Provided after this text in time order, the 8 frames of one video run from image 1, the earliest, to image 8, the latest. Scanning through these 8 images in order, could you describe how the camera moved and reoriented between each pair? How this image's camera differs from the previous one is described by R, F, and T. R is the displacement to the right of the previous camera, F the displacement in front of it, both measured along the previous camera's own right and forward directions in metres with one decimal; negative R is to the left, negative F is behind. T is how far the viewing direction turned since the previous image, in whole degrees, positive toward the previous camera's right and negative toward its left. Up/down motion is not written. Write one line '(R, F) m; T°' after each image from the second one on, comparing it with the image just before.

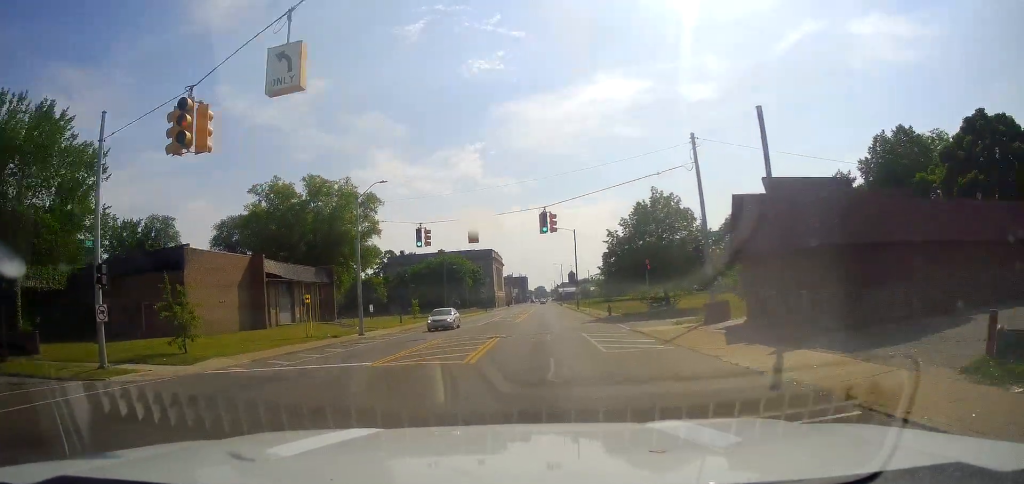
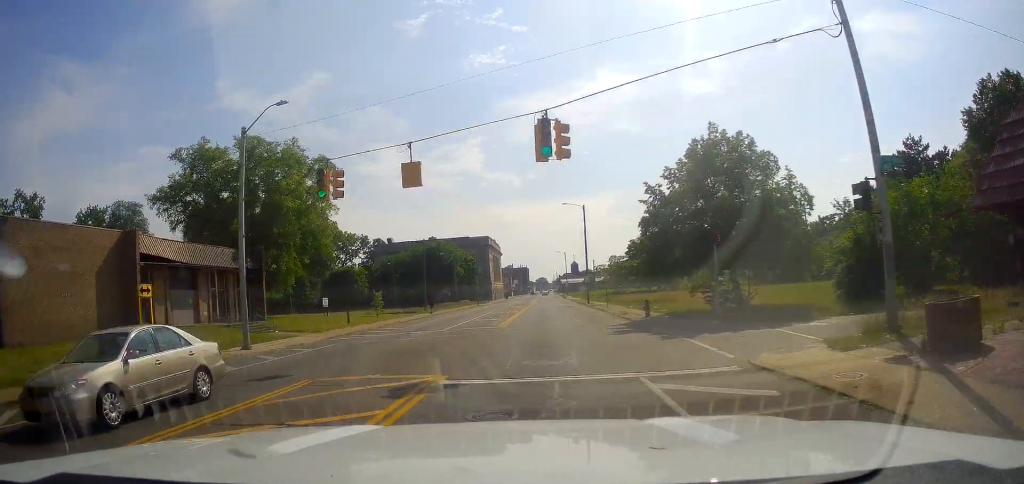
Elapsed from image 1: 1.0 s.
(+0.2, +16.4) m; 0°
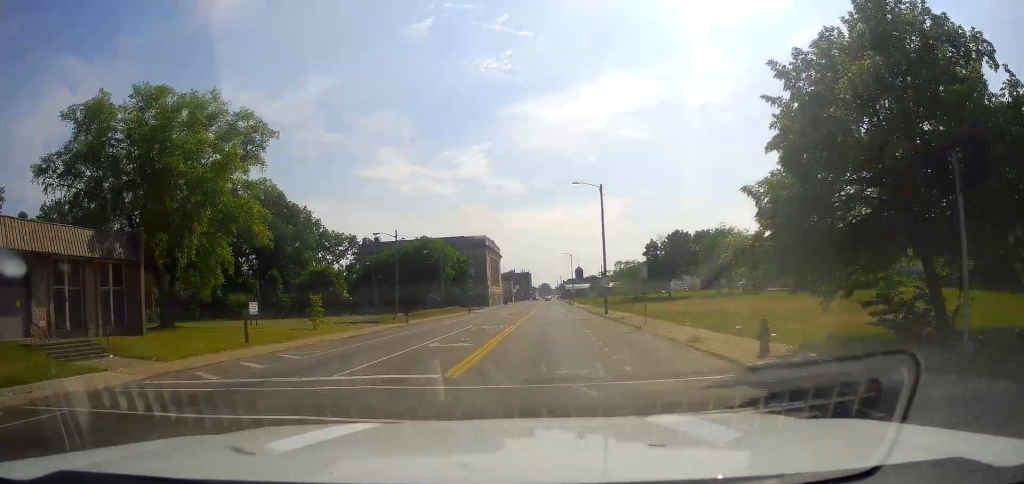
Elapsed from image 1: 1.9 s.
(-0.3, +15.9) m; -2°
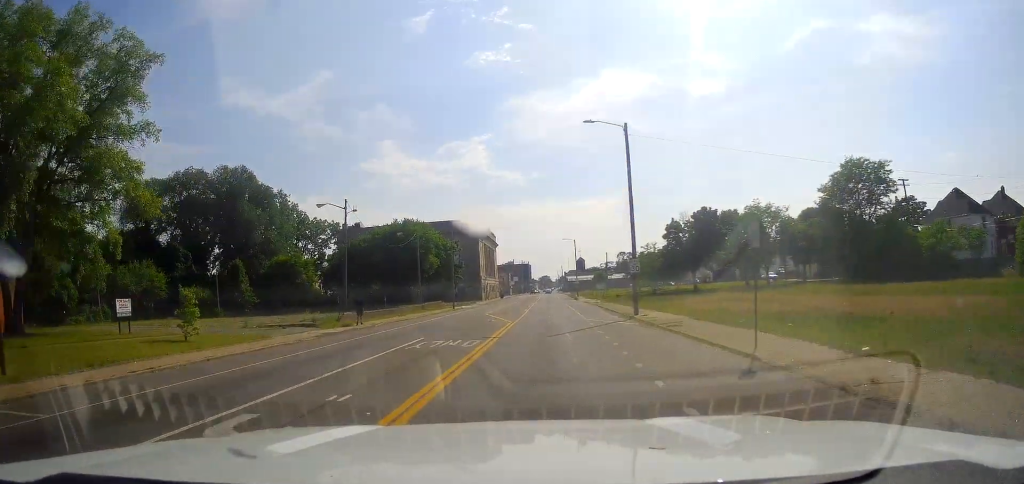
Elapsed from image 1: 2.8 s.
(-0.3, +15.4) m; 0°
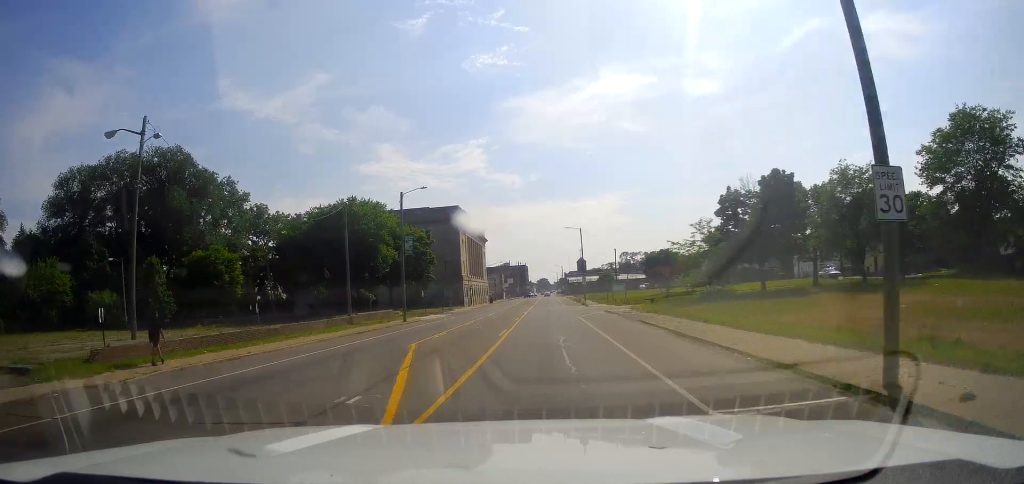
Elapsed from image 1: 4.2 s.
(+1.1, +24.7) m; +2°
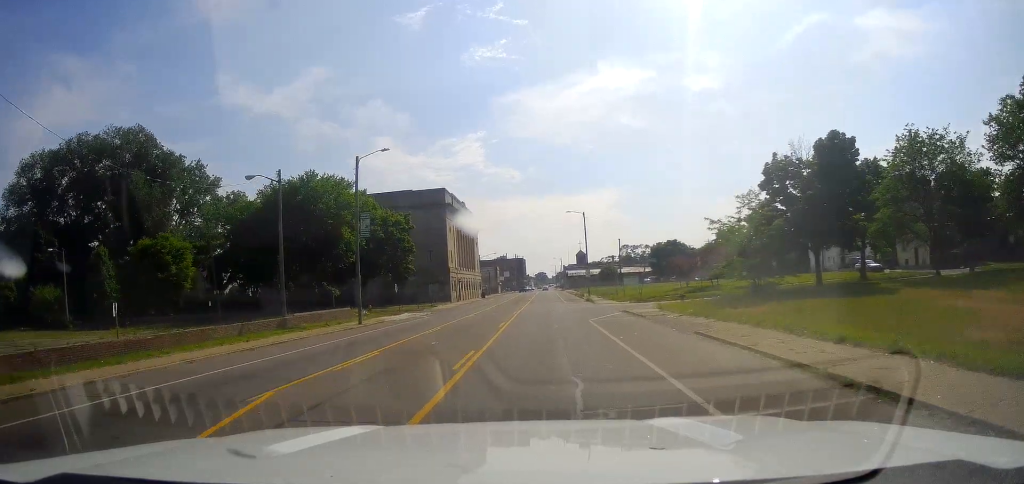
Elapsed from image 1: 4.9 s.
(-0.2, +11.5) m; -1°
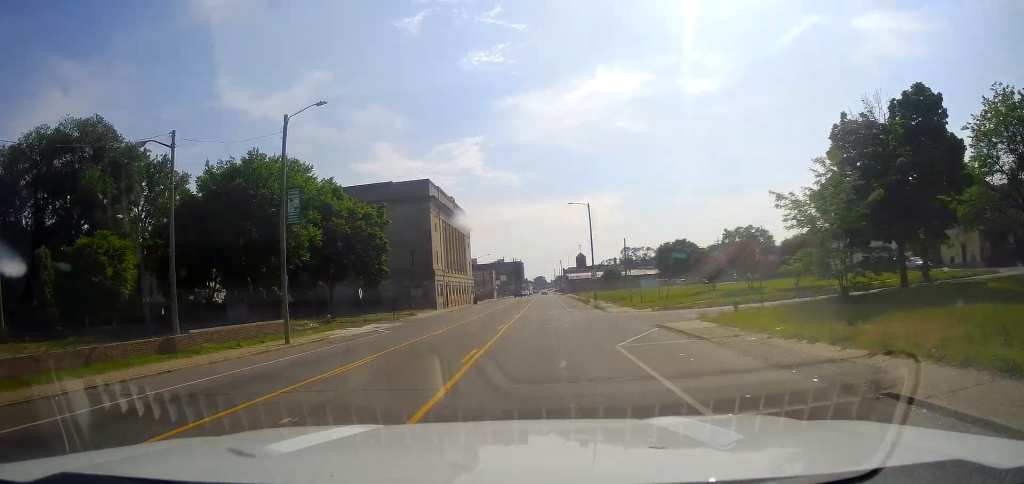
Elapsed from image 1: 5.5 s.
(-0.4, +10.9) m; -1°
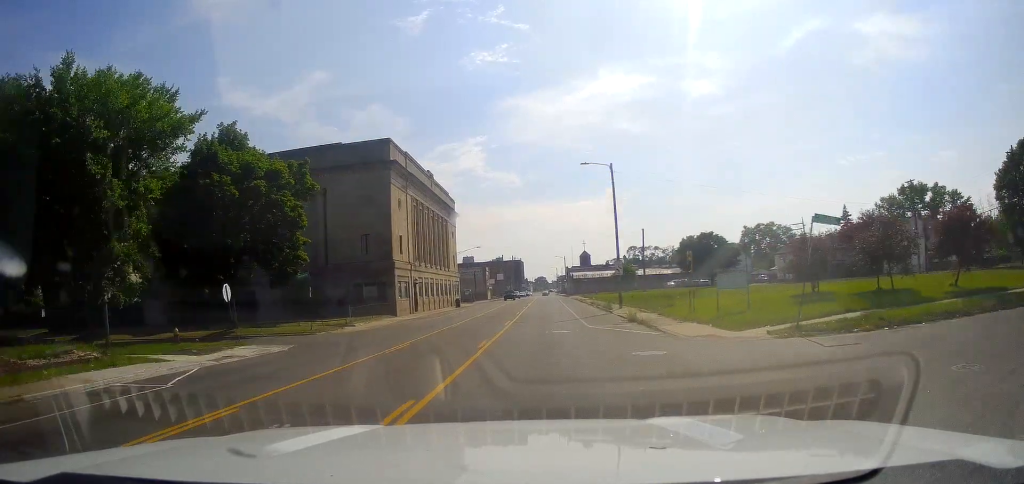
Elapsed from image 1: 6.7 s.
(+0.5, +20.3) m; +1°
